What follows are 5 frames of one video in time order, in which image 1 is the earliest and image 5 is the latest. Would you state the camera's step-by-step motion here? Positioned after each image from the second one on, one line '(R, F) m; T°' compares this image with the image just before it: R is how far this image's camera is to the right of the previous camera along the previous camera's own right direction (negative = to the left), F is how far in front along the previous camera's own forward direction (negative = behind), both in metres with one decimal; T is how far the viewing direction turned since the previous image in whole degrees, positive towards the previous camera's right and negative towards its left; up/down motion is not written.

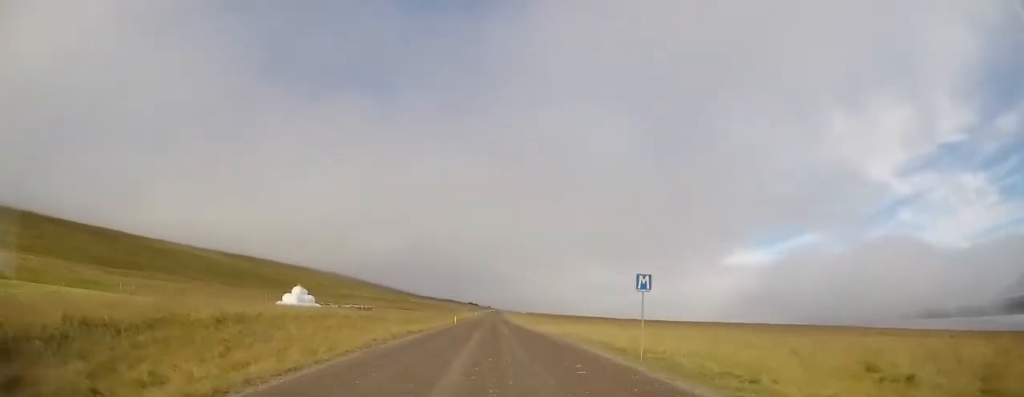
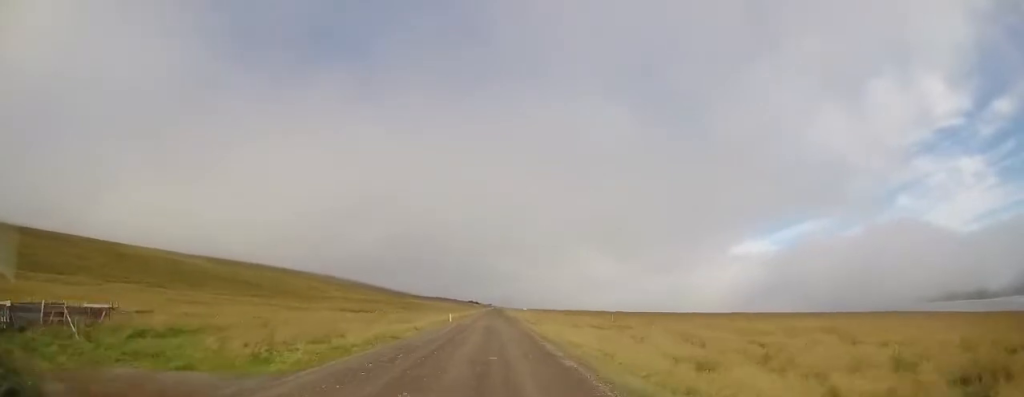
(-0.7, +54.3) m; -1°
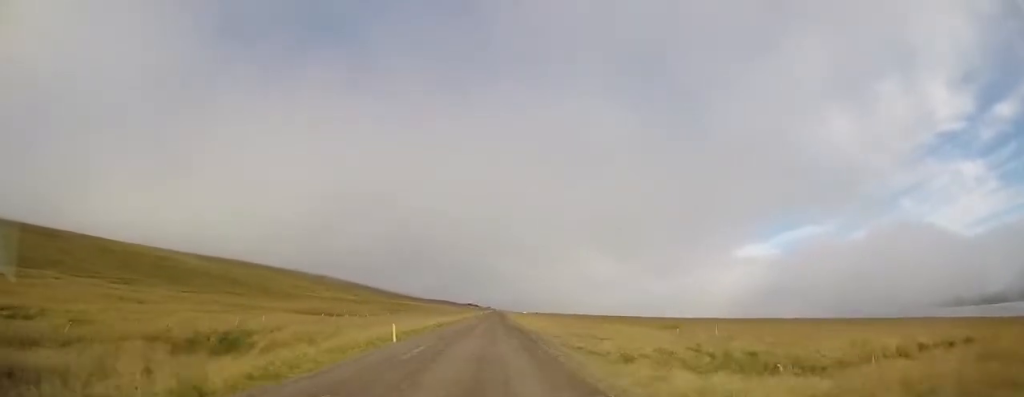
(-0.1, +22.8) m; 0°
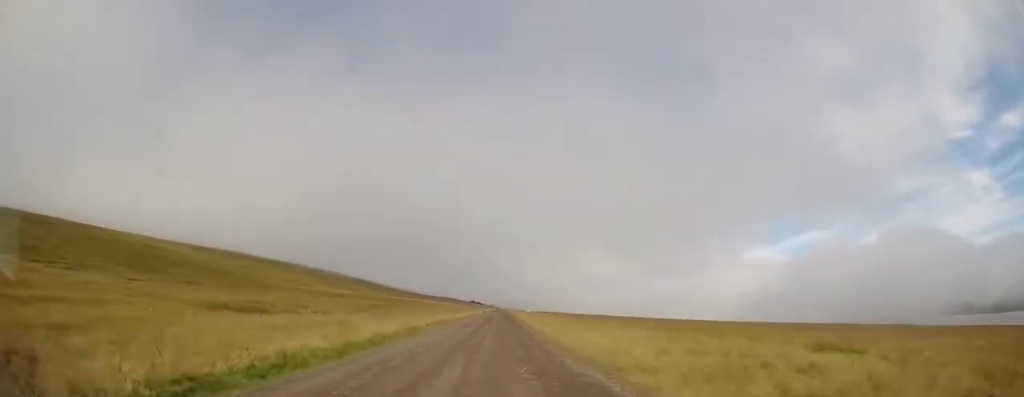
(+0.1, +28.4) m; -1°
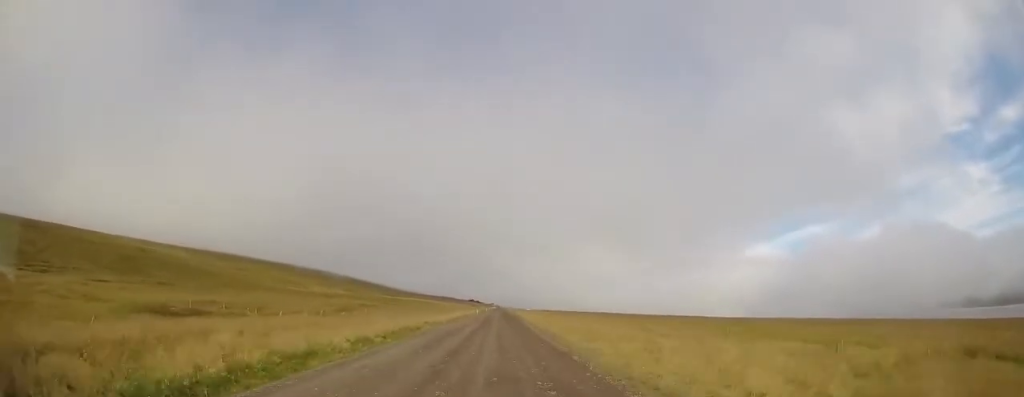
(-0.1, +13.3) m; 0°
